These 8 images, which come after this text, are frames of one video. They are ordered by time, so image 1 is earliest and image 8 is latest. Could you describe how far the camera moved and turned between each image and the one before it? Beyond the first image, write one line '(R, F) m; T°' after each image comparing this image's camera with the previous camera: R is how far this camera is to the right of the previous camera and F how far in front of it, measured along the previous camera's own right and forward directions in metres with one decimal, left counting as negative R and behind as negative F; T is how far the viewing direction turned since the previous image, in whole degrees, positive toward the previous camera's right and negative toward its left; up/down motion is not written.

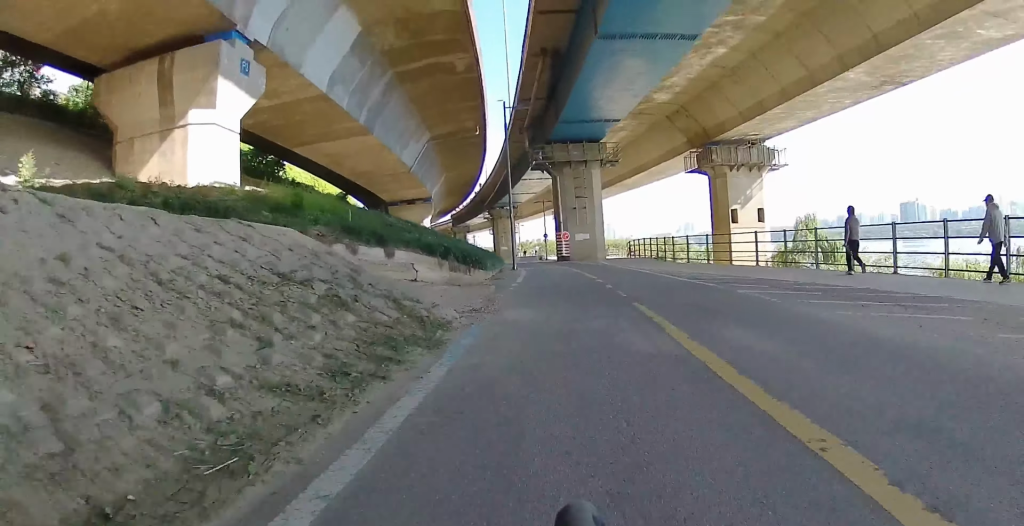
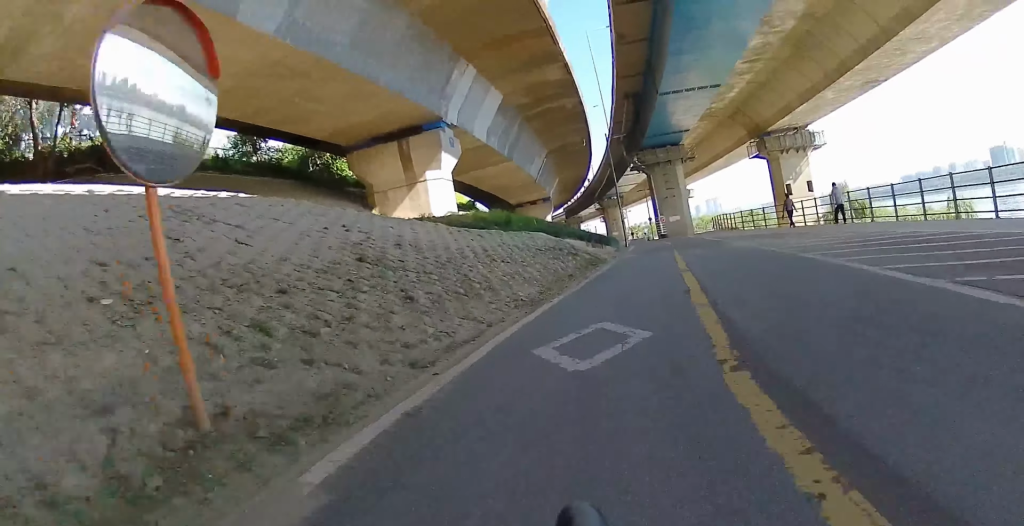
(+0.4, +11.3) m; +2°
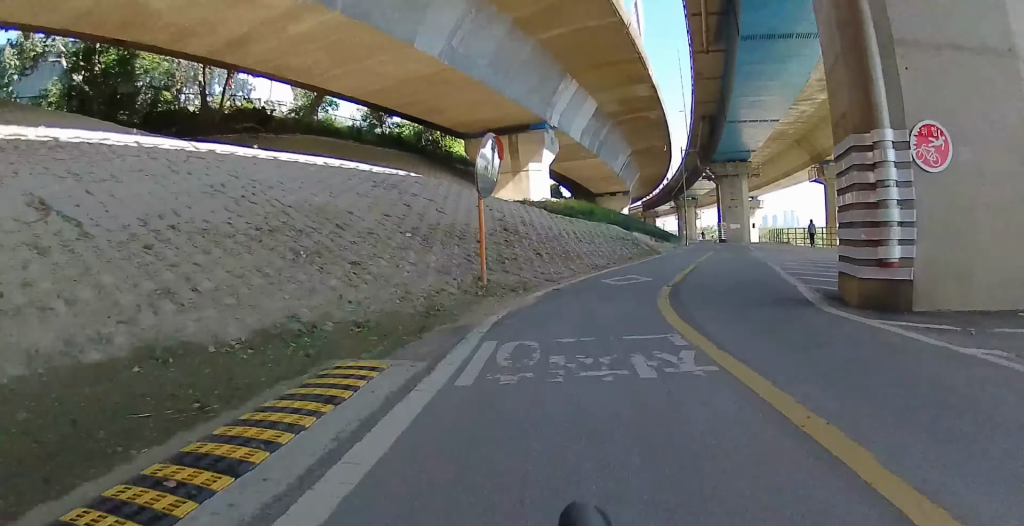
(0.0, +6.1) m; -2°
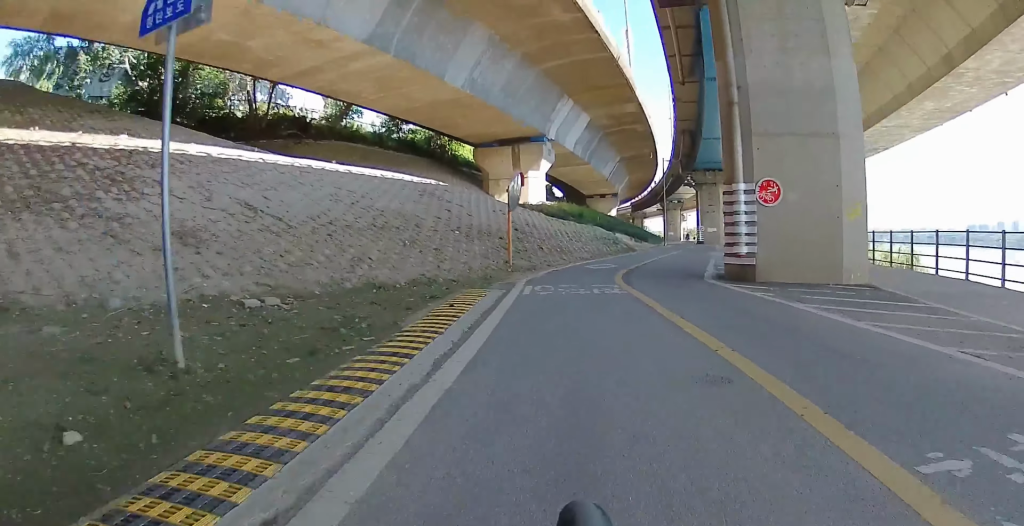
(-0.2, +5.3) m; 0°
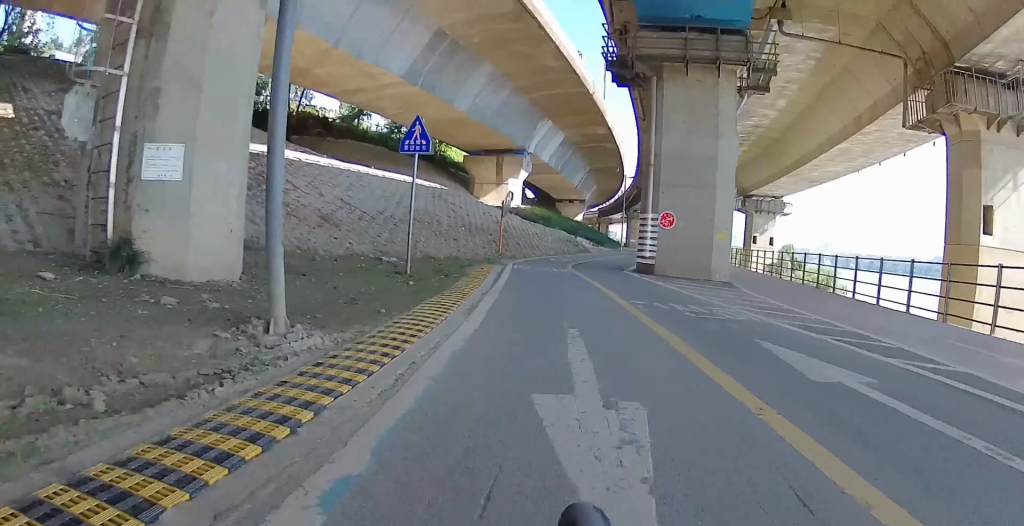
(-0.1, +7.0) m; +1°
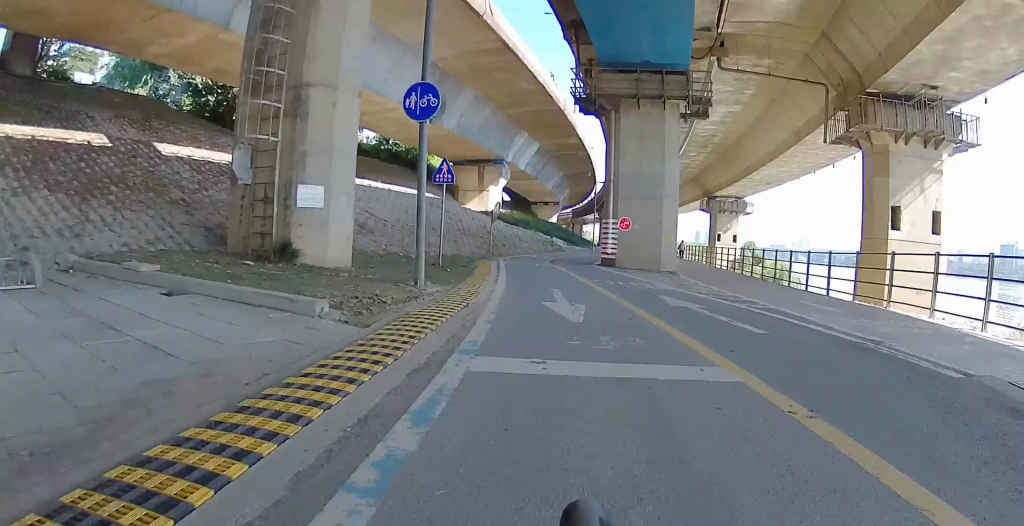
(+0.1, +4.7) m; +1°
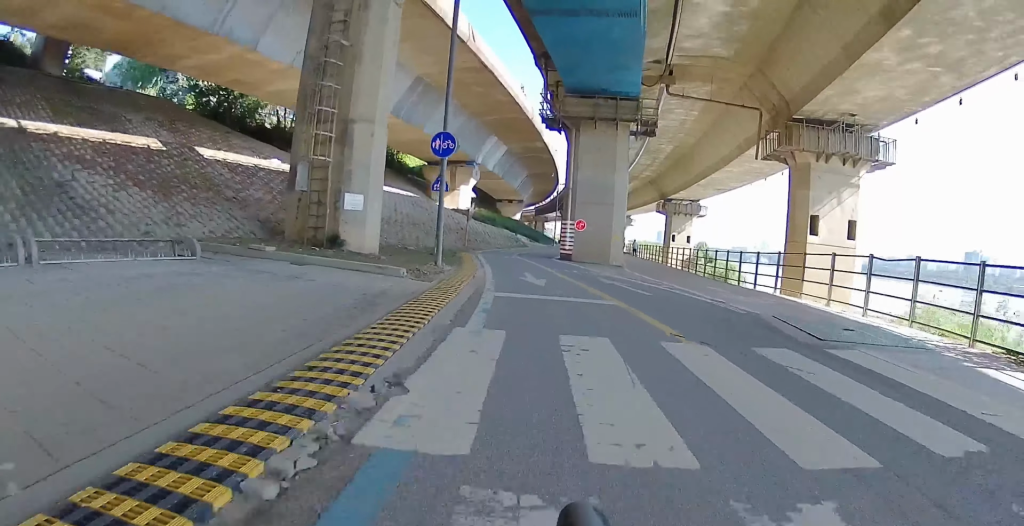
(0.0, +4.5) m; -1°
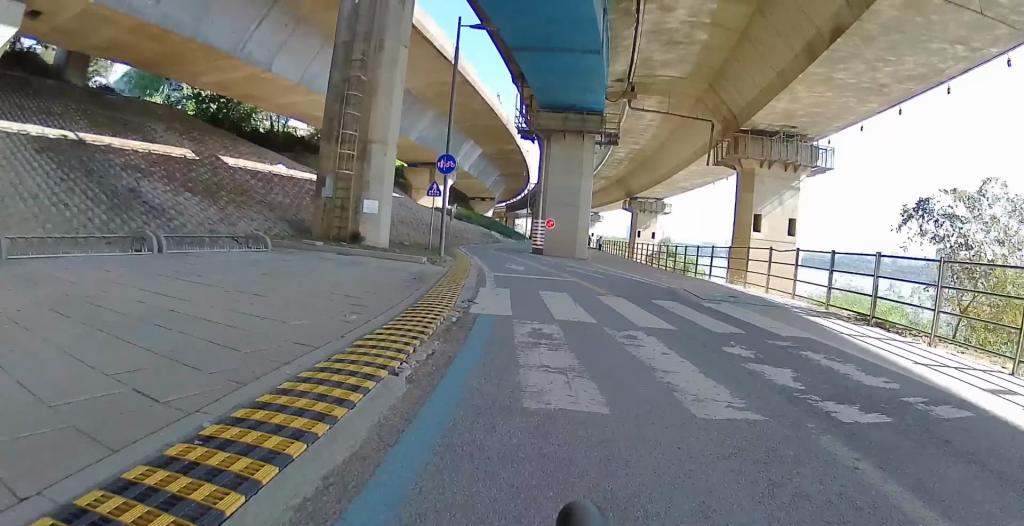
(+0.1, +3.9) m; -1°
